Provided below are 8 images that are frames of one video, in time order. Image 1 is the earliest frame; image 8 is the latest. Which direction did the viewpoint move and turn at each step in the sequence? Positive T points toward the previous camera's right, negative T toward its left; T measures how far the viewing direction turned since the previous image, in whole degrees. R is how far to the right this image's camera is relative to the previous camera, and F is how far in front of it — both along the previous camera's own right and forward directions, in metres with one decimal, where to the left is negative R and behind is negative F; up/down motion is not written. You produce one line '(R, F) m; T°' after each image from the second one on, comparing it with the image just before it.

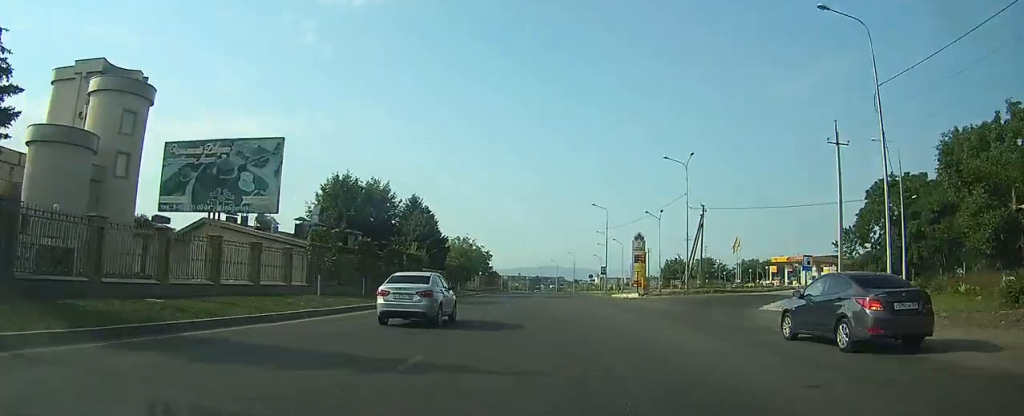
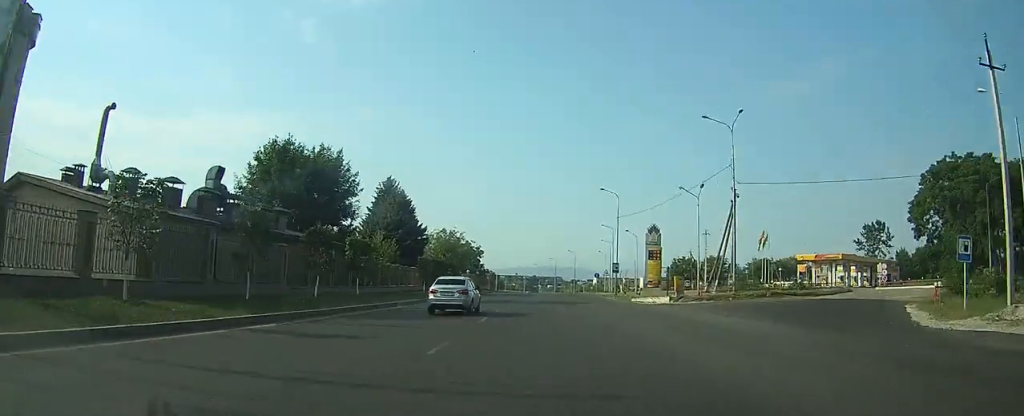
(0.0, +13.7) m; 0°
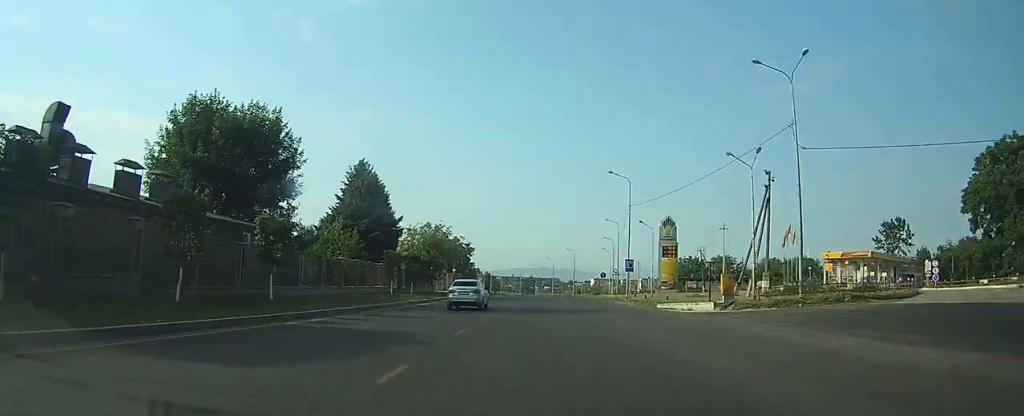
(+0.1, +10.8) m; 0°
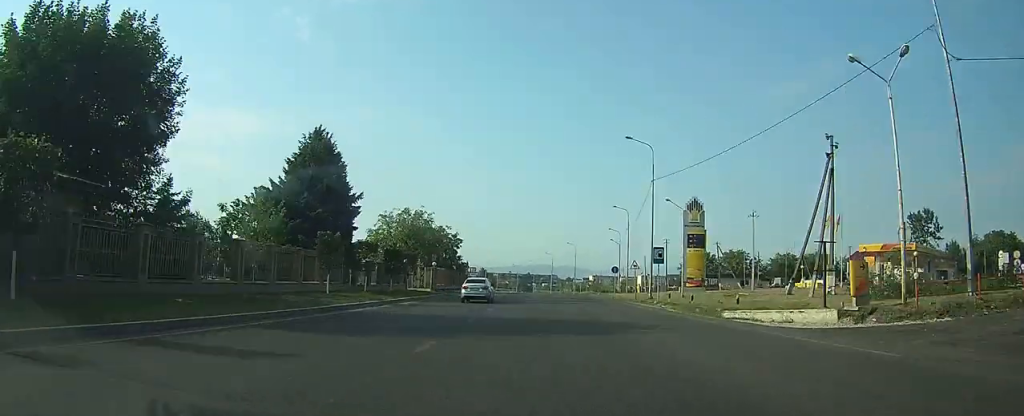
(0.0, +12.8) m; 0°
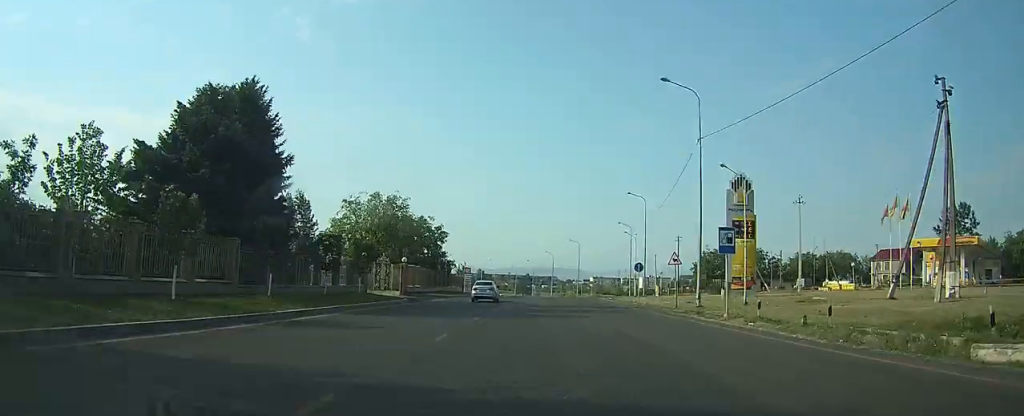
(+0.1, +13.5) m; 0°
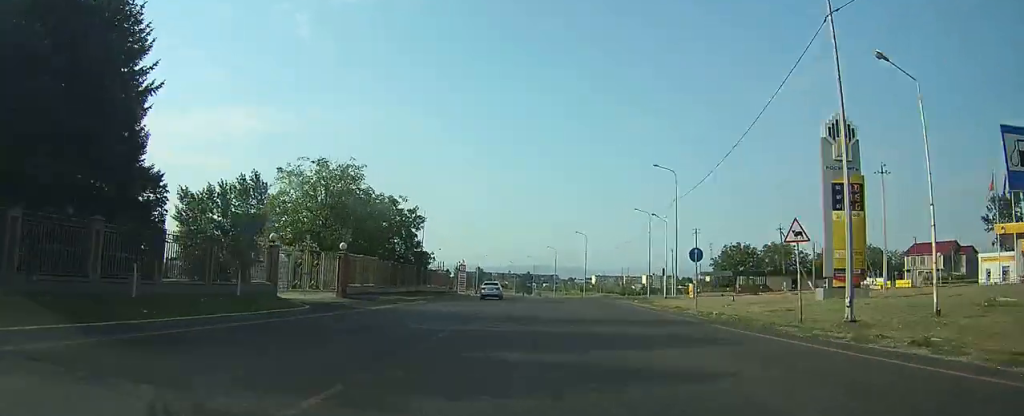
(+0.1, +15.5) m; 0°
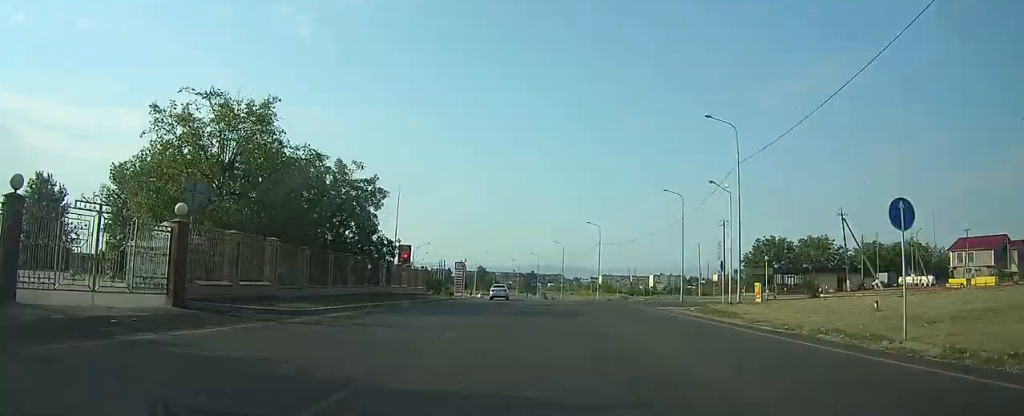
(0.0, +16.2) m; 0°
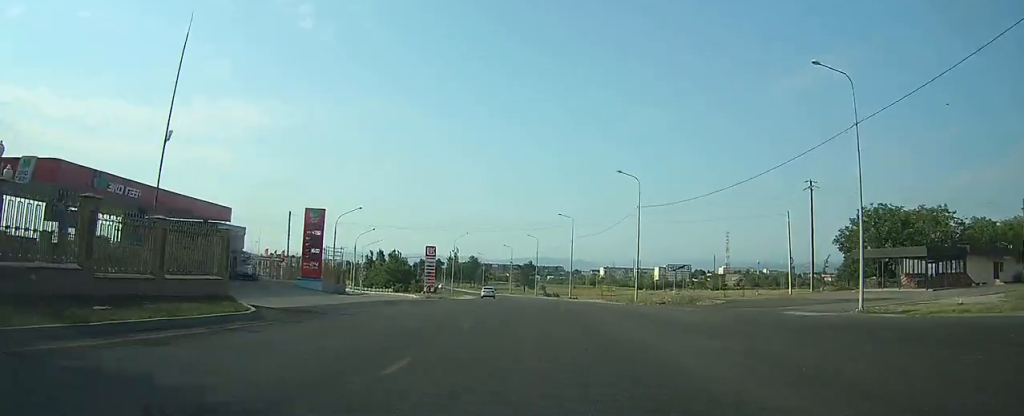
(-0.2, +37.5) m; 0°
